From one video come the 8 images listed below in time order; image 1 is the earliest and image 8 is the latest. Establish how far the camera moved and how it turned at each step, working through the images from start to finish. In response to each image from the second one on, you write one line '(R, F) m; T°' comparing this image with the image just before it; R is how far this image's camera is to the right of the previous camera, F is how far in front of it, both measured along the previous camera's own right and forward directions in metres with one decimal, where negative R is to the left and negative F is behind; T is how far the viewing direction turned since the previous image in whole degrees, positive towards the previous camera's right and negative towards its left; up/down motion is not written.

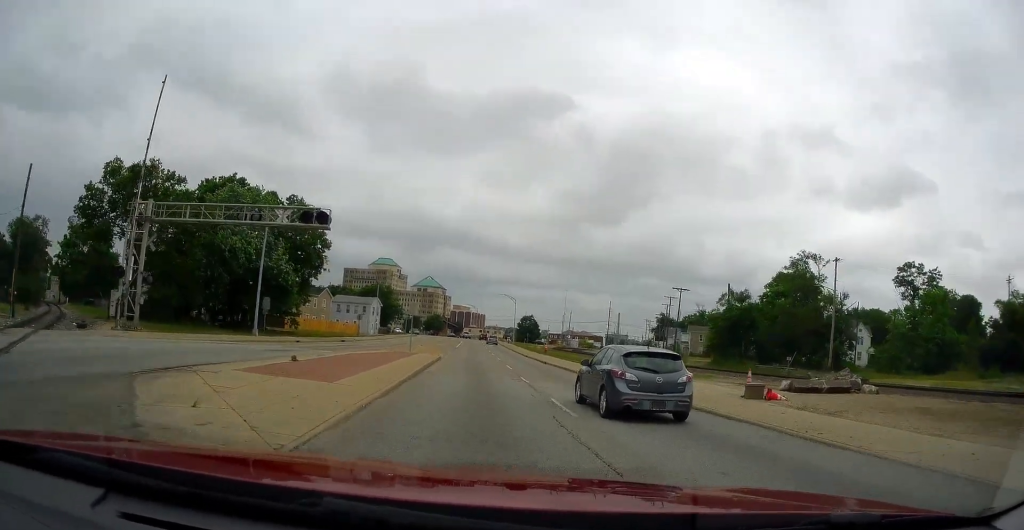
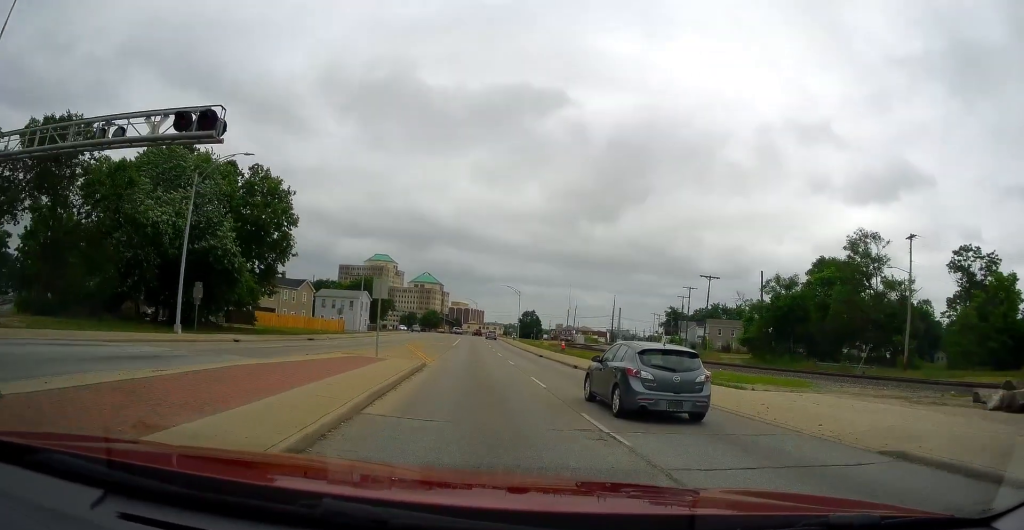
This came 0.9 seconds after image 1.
(+0.4, +13.3) m; +3°
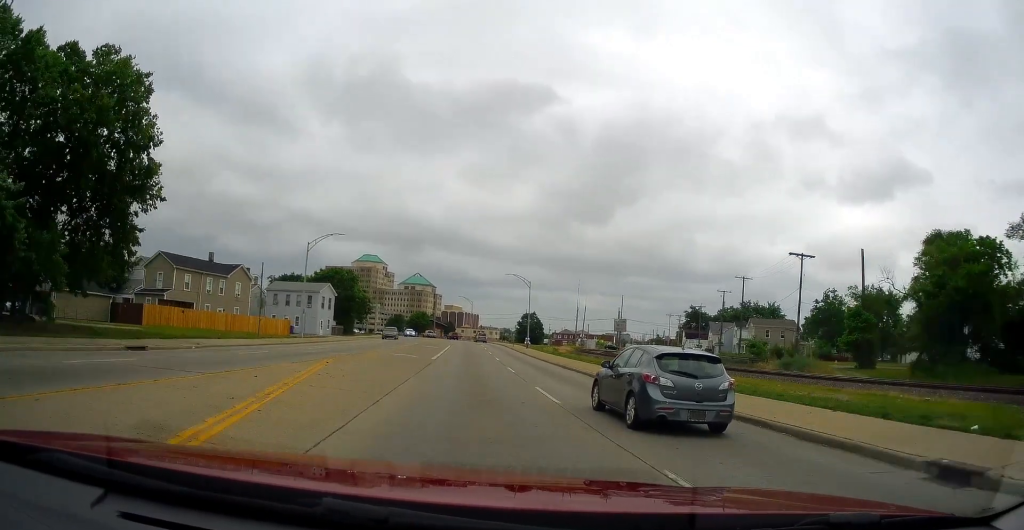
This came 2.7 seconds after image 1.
(+0.8, +28.5) m; +1°
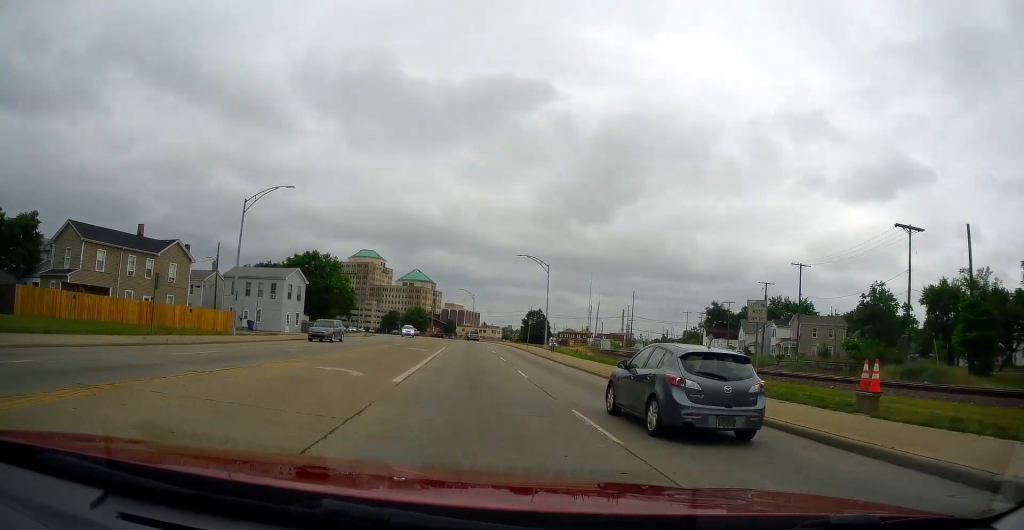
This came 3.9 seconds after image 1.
(-0.4, +18.2) m; -1°
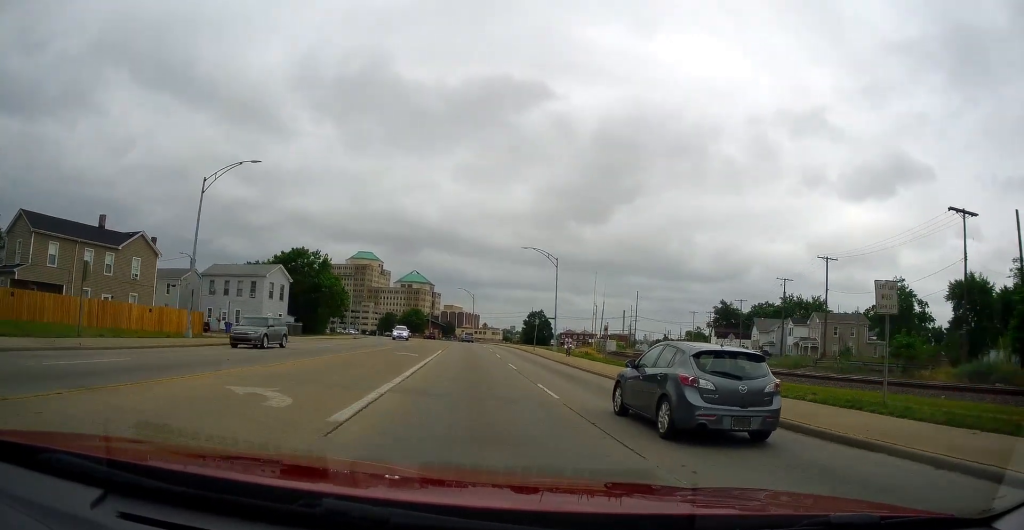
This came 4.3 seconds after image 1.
(+0.1, +7.1) m; 0°
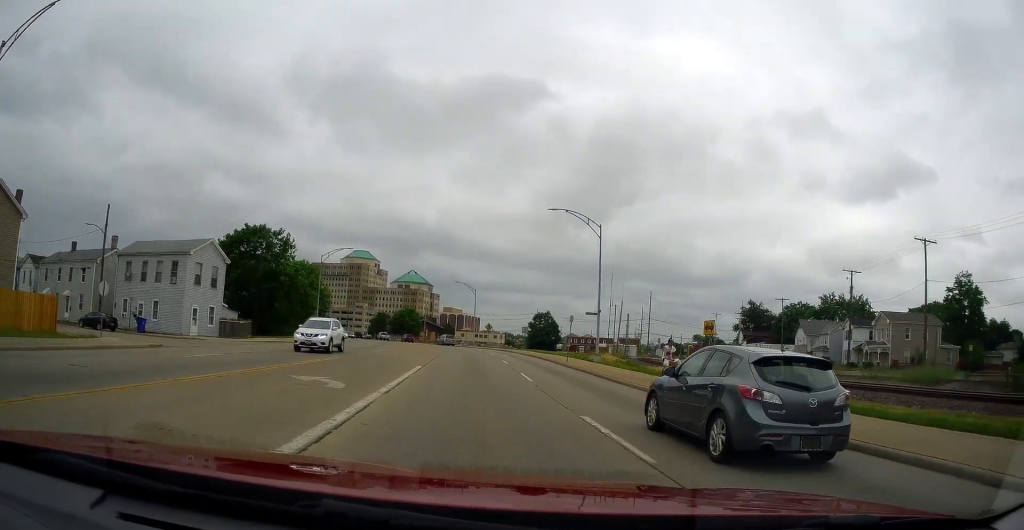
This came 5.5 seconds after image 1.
(+0.3, +19.2) m; 0°
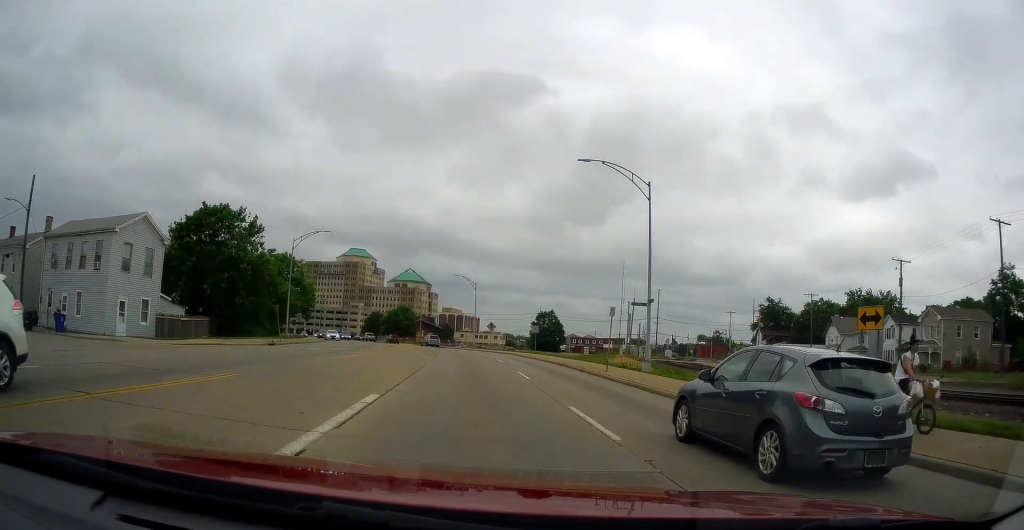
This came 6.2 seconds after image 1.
(0.0, +11.5) m; -1°
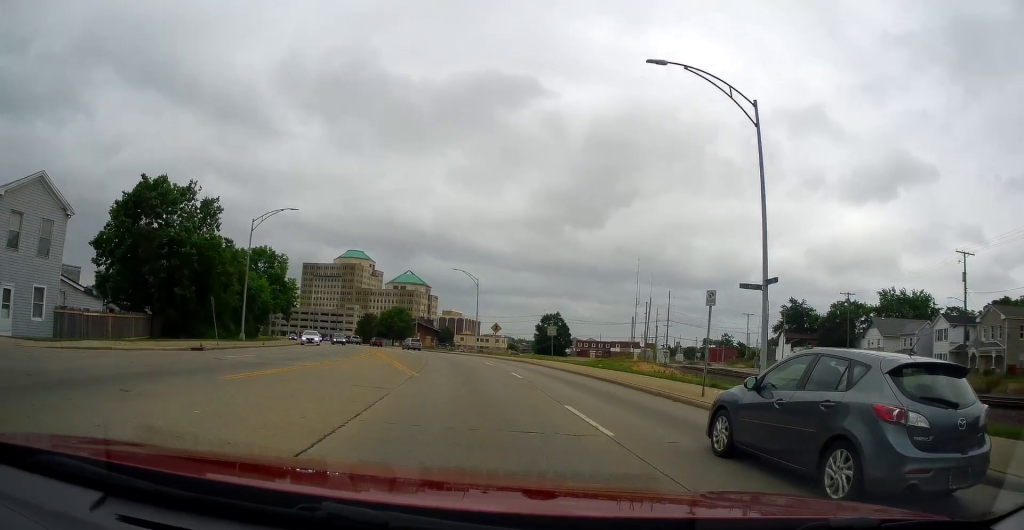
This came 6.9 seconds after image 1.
(-0.3, +11.9) m; 0°
